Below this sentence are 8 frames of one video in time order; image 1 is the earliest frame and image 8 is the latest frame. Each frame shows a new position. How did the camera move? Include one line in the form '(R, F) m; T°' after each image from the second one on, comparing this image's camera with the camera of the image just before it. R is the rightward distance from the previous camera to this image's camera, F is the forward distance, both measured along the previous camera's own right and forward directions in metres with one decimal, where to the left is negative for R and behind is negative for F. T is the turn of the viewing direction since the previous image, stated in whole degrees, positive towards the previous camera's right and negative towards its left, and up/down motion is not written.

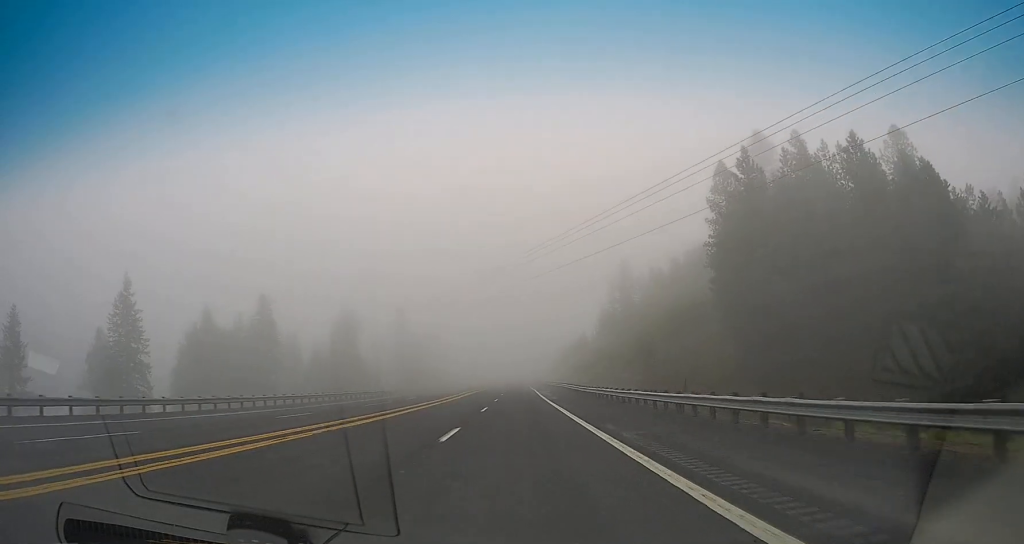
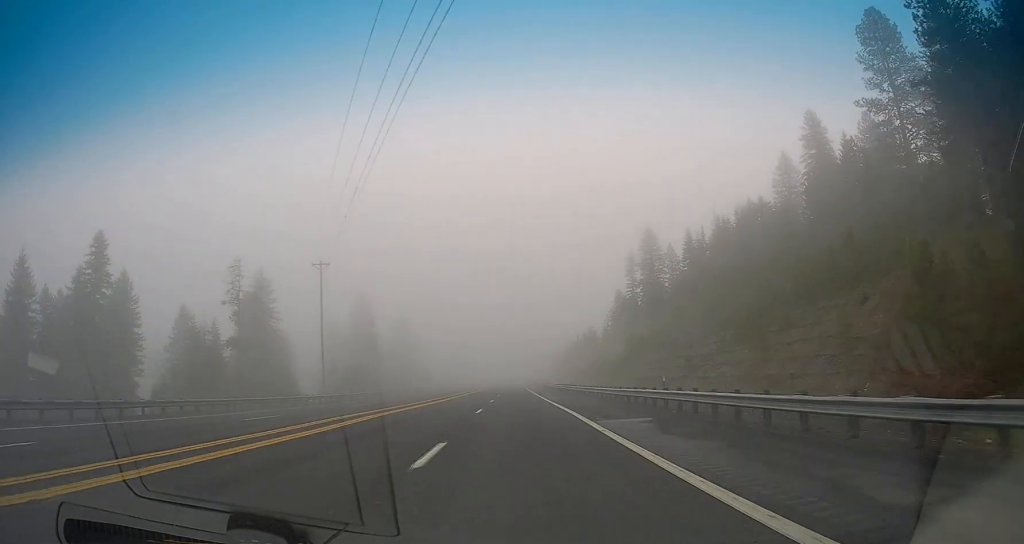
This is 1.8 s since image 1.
(0.0, +51.9) m; +1°
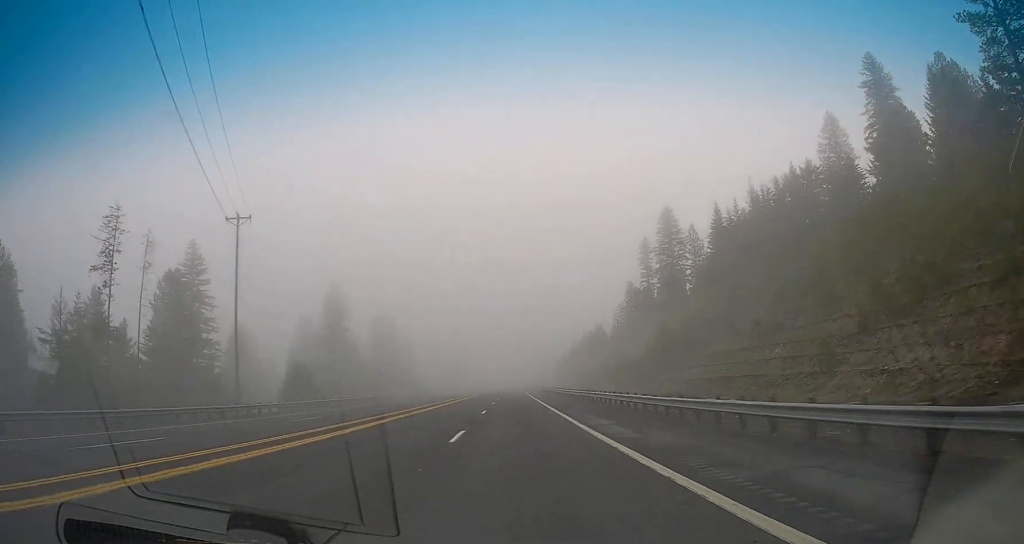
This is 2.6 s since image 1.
(+0.4, +25.4) m; +1°
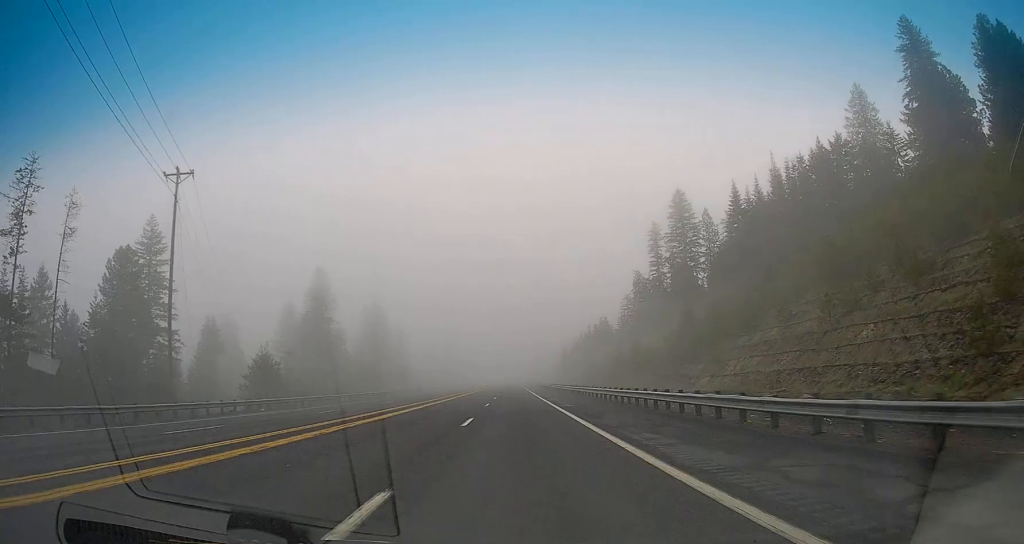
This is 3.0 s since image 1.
(+0.2, +11.7) m; 0°
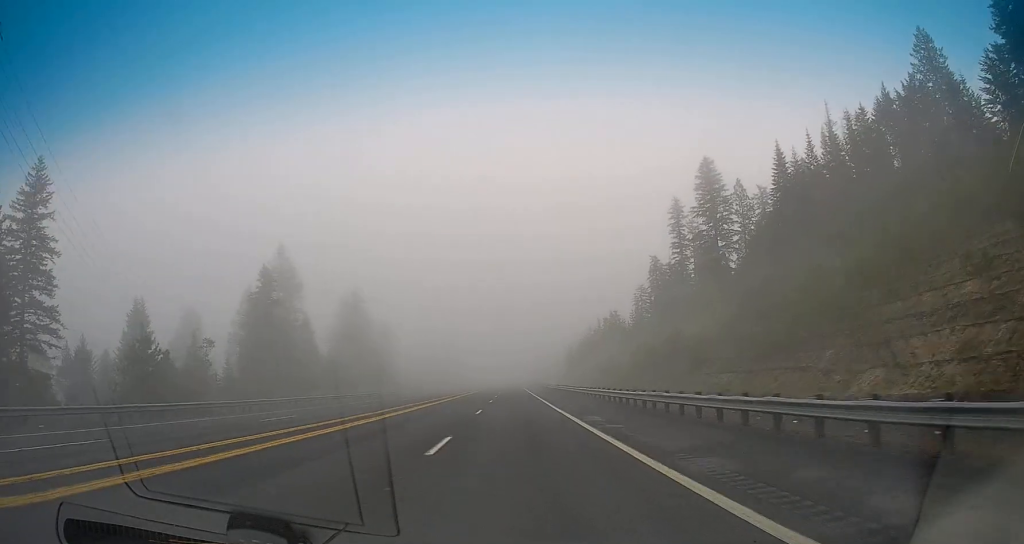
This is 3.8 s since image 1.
(-0.2, +23.5) m; 0°
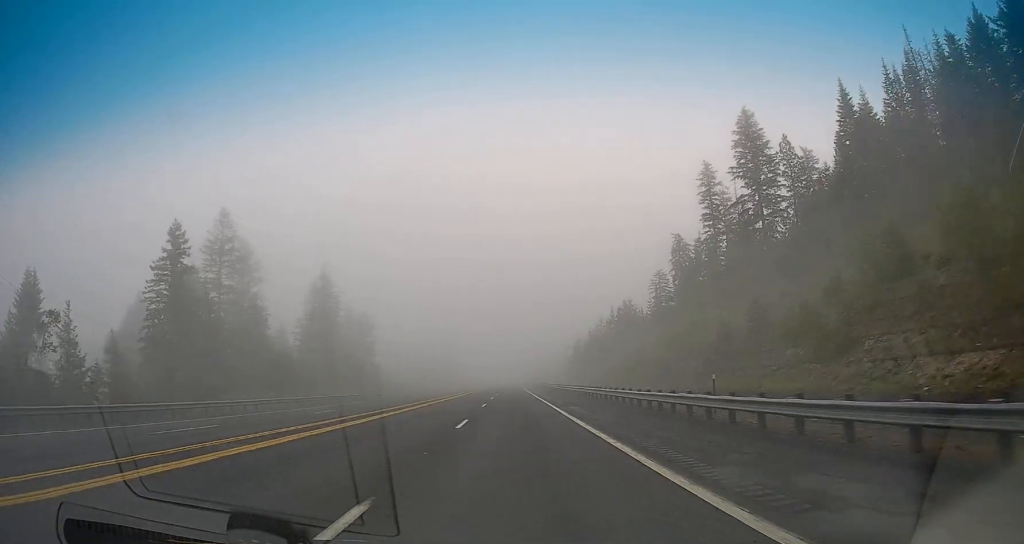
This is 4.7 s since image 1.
(+0.1, +24.3) m; 0°
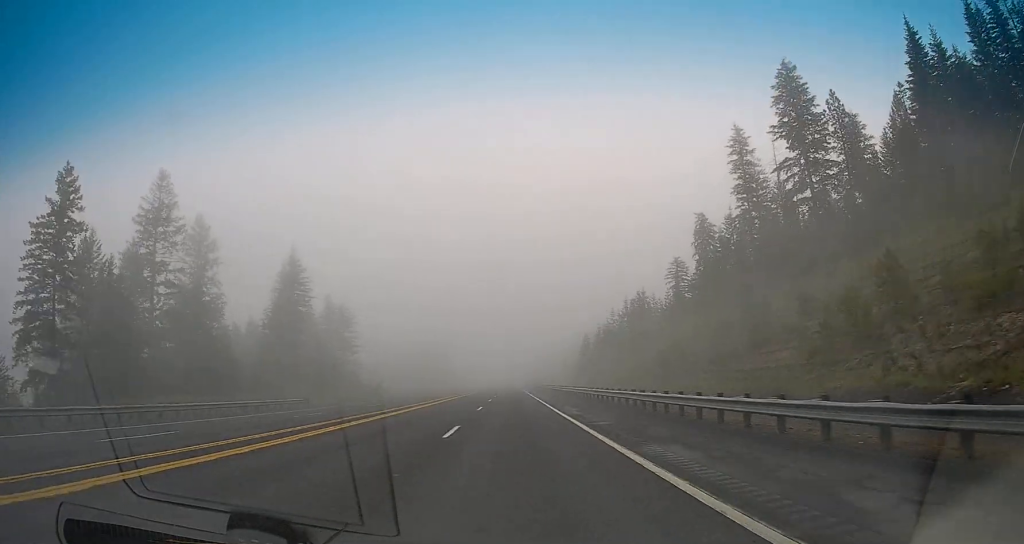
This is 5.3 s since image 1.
(+0.1, +18.4) m; 0°
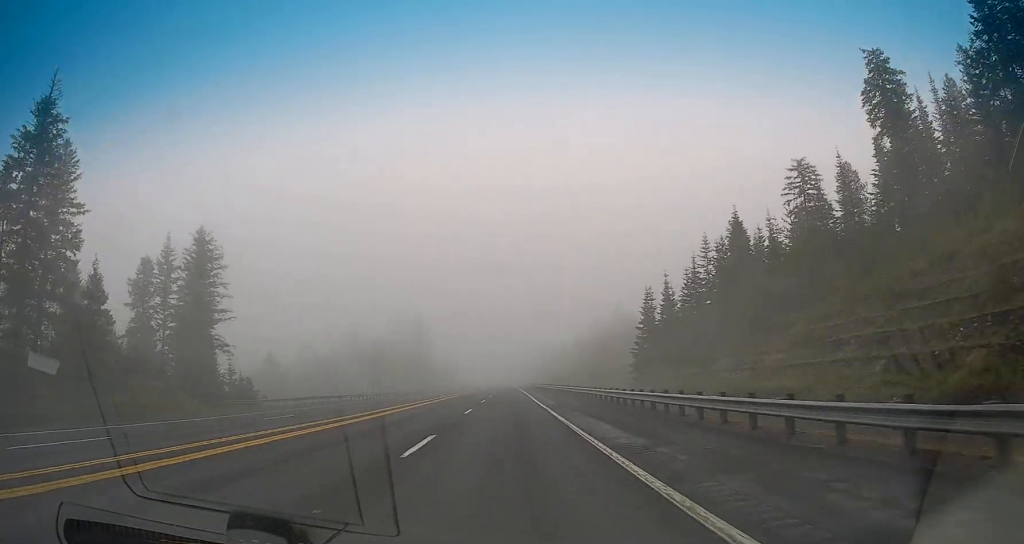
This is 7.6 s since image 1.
(0.0, +66.2) m; 0°
